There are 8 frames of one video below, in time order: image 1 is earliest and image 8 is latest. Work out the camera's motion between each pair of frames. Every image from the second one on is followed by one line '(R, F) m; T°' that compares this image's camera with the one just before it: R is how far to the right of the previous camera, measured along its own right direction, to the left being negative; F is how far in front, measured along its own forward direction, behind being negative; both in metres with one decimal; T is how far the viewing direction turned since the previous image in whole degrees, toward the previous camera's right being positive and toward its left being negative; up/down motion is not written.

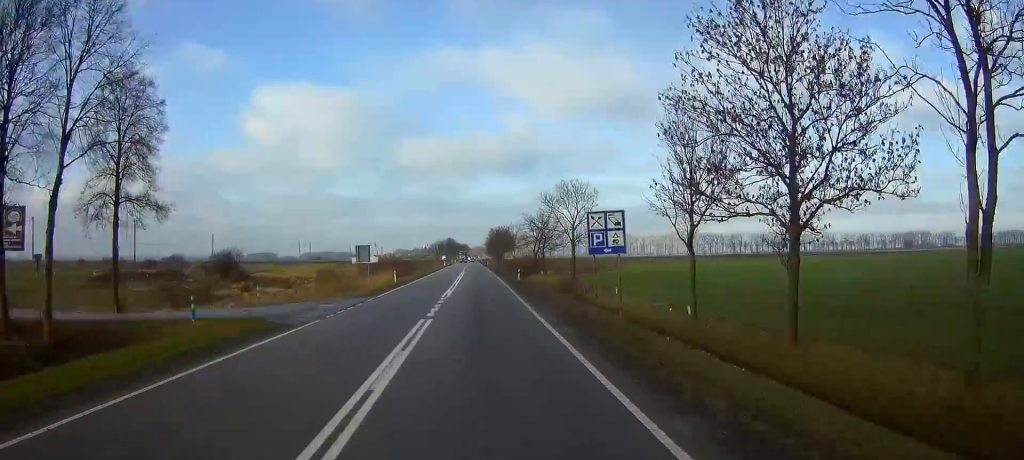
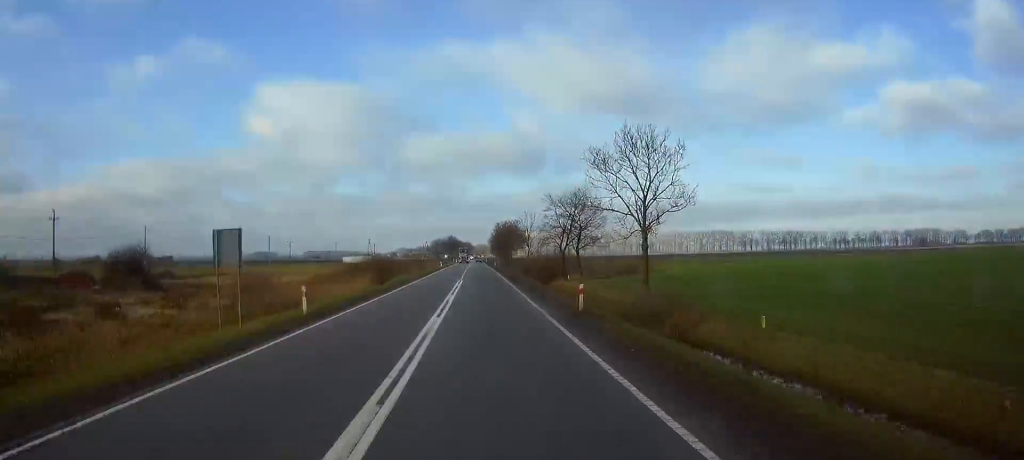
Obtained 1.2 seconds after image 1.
(0.0, +29.9) m; 0°
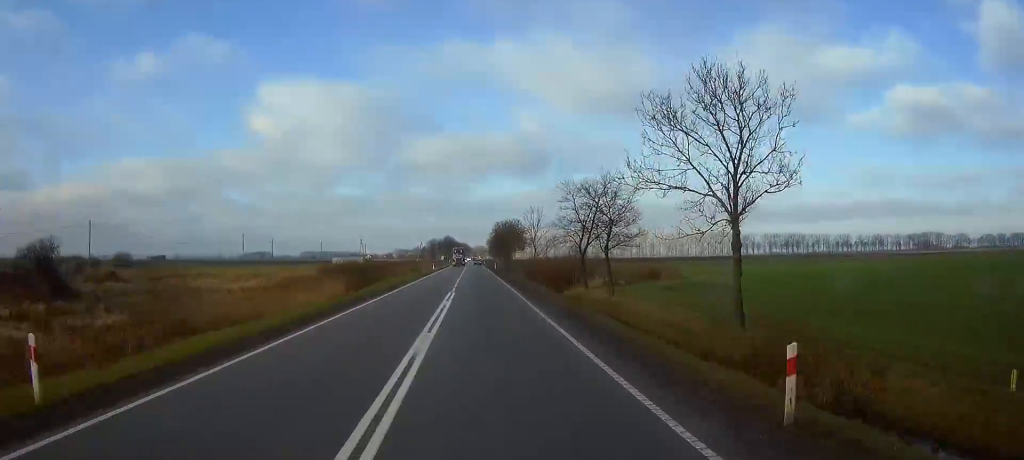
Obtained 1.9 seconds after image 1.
(0.0, +16.2) m; 0°
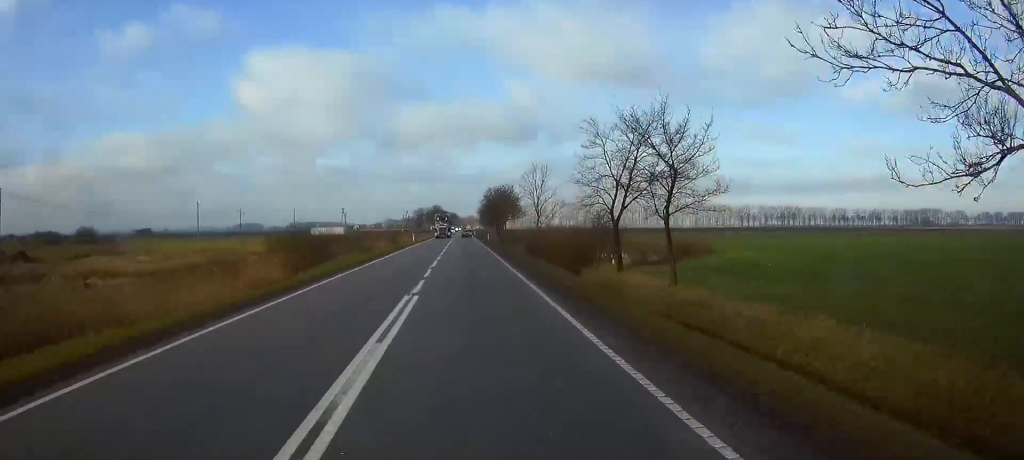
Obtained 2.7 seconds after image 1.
(0.0, +18.9) m; 0°
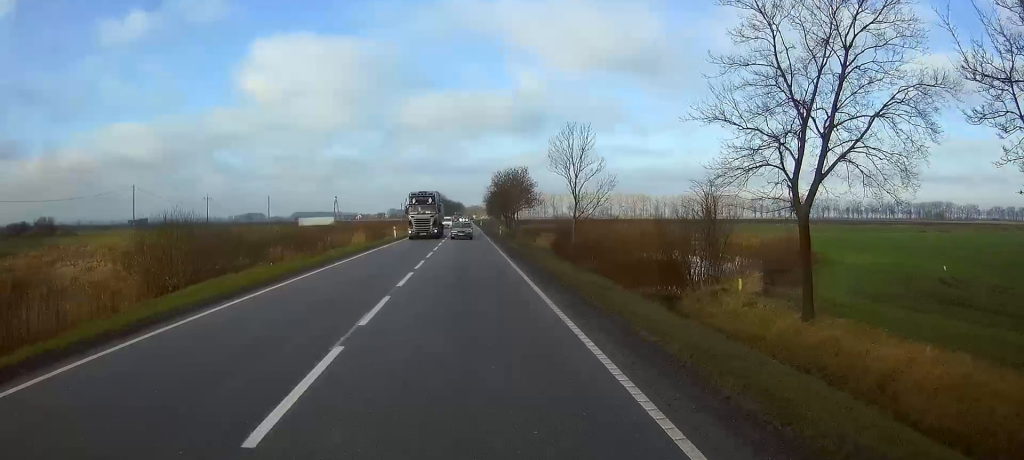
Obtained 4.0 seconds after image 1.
(0.0, +27.2) m; 0°
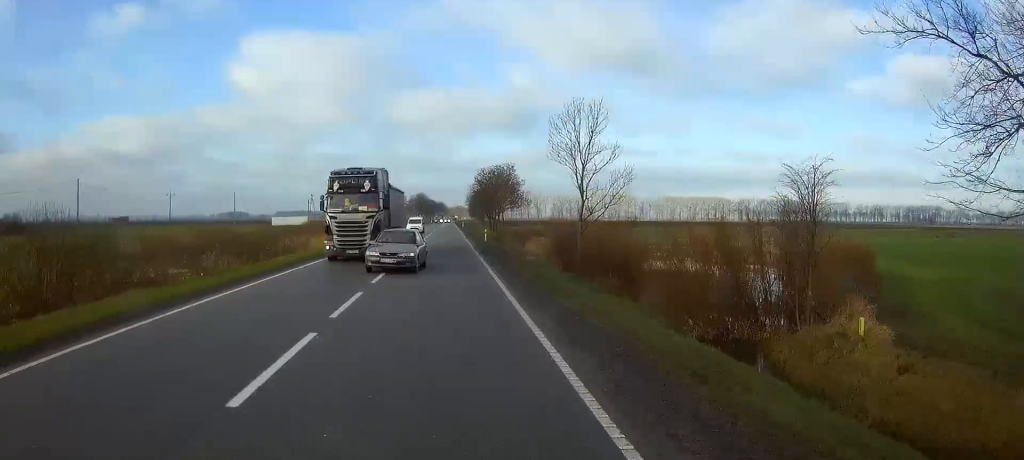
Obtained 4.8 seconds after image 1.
(0.0, +12.5) m; 0°
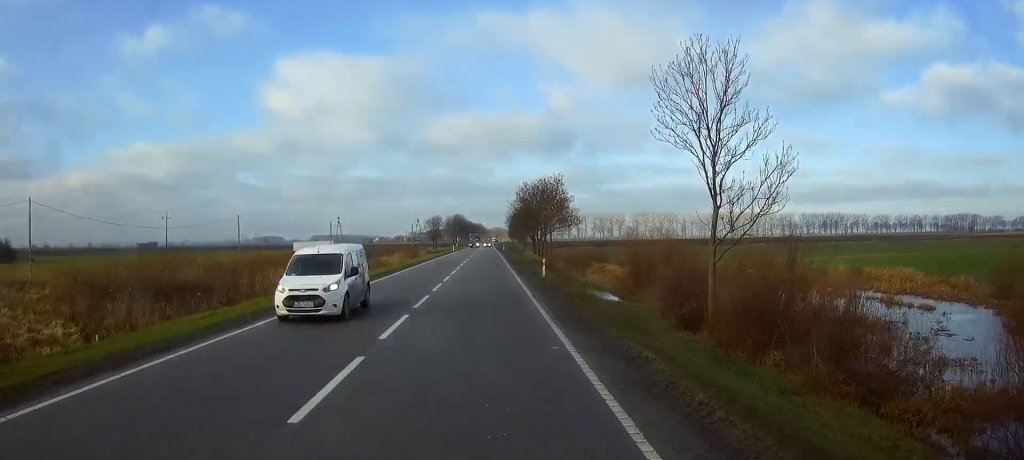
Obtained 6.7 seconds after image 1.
(+0.2, +21.0) m; +1°
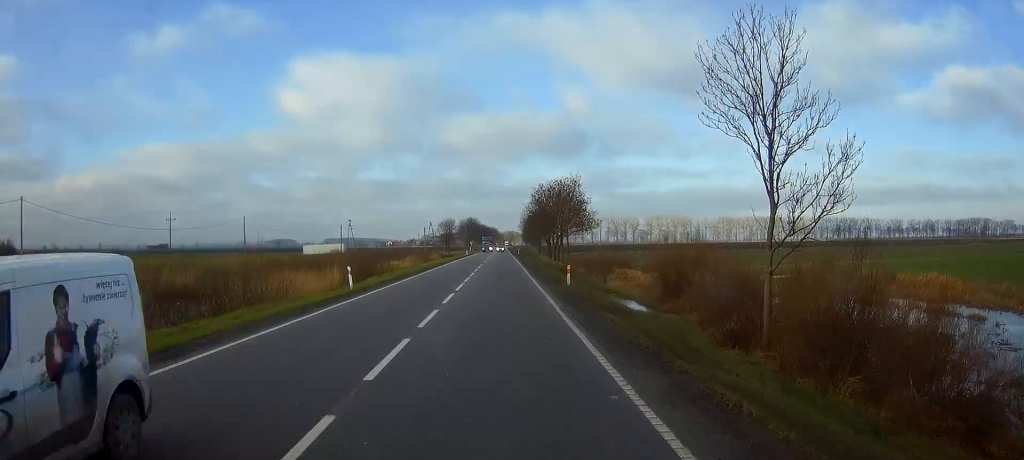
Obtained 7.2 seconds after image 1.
(+0.1, +3.9) m; 0°
